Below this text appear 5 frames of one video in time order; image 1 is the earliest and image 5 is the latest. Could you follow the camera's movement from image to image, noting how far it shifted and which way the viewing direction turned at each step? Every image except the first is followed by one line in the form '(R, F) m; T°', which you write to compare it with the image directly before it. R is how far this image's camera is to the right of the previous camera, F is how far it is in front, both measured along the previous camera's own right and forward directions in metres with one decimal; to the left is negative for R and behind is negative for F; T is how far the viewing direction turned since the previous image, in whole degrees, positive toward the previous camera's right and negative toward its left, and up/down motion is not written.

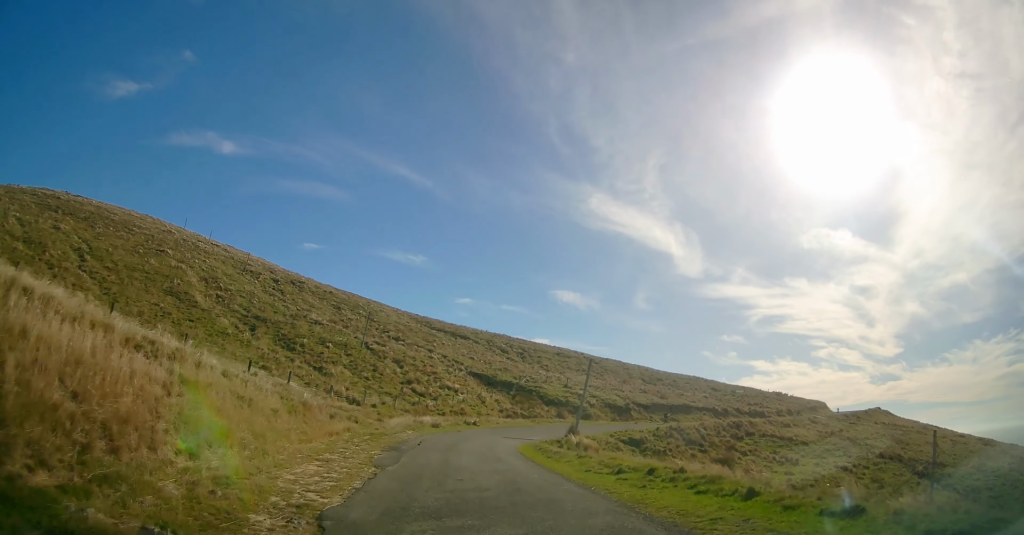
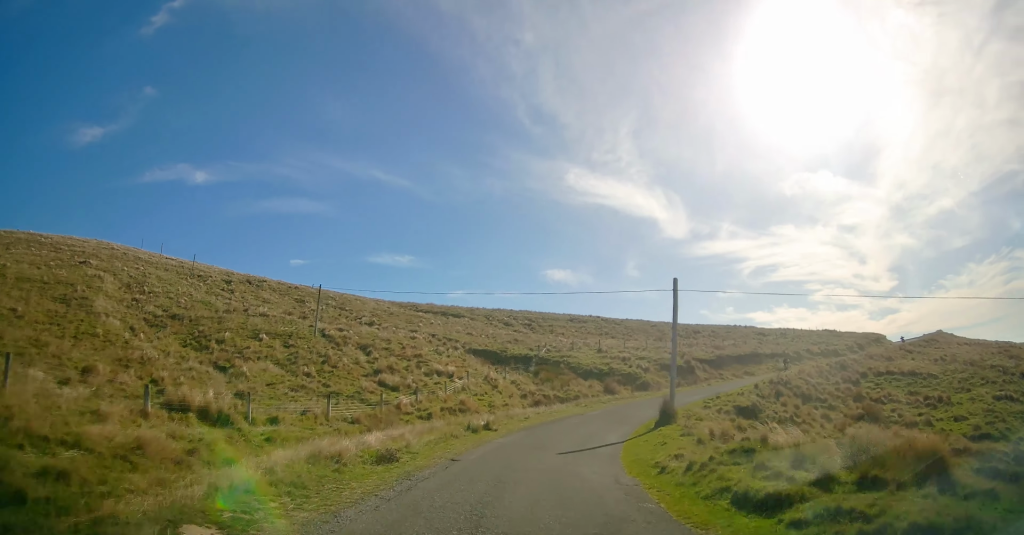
(-1.1, +20.8) m; 0°
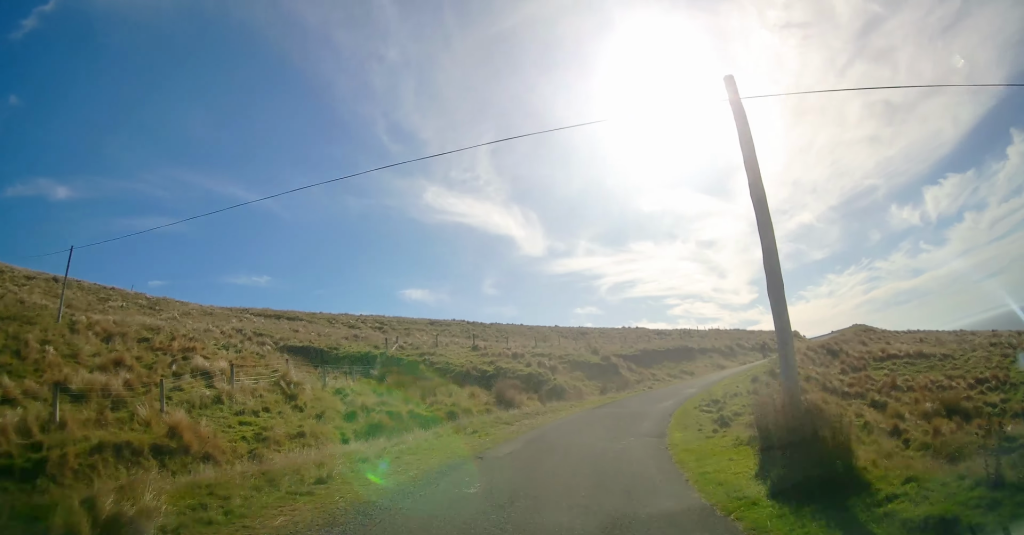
(+1.9, +18.0) m; +11°
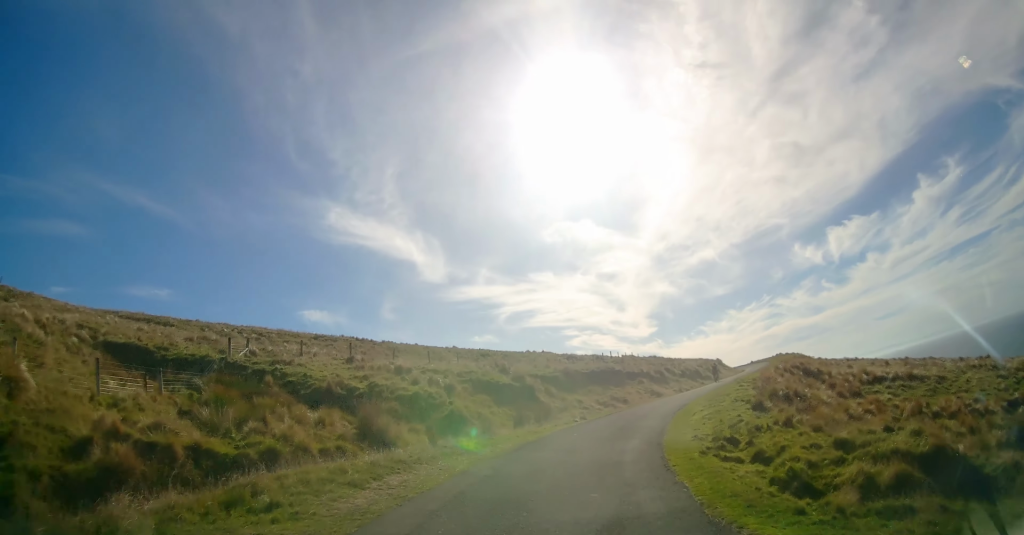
(+0.2, +9.2) m; +10°
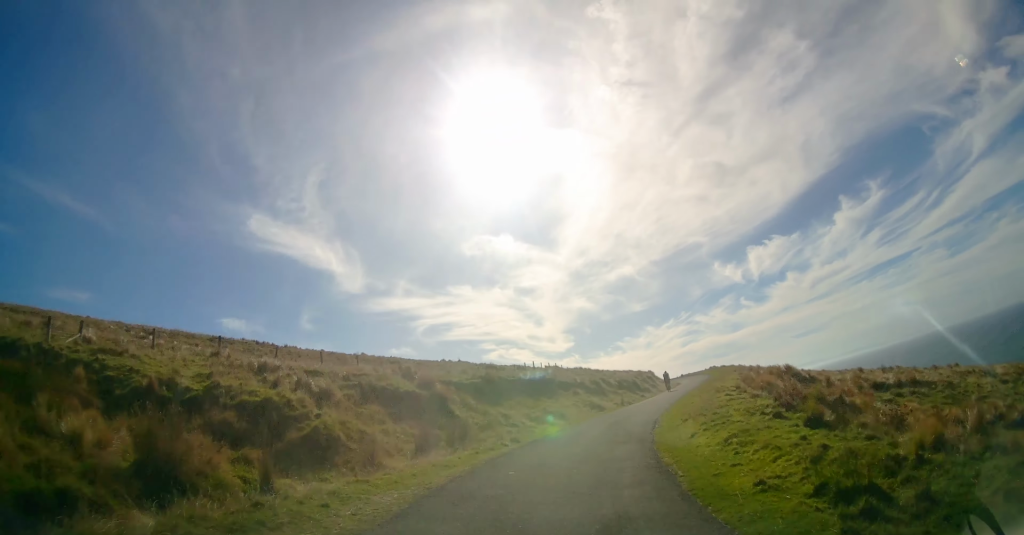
(+0.8, +7.0) m; +10°
